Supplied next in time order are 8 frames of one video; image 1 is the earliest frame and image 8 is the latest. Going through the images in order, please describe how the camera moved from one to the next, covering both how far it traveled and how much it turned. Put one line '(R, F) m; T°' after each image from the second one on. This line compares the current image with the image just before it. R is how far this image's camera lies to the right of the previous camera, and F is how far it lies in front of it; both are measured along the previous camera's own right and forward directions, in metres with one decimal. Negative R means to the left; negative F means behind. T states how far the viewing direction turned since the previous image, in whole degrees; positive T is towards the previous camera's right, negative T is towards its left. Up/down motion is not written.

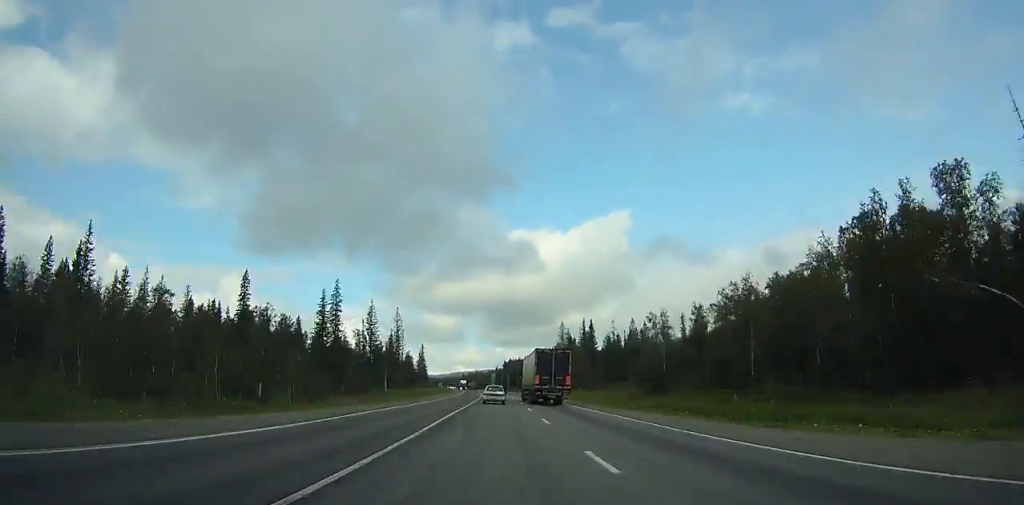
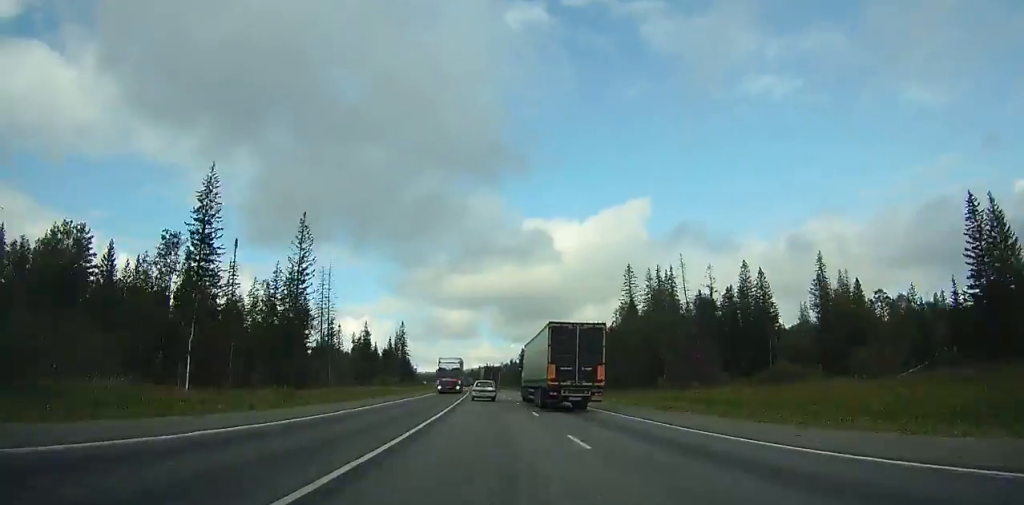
(-1.1, +90.3) m; -1°
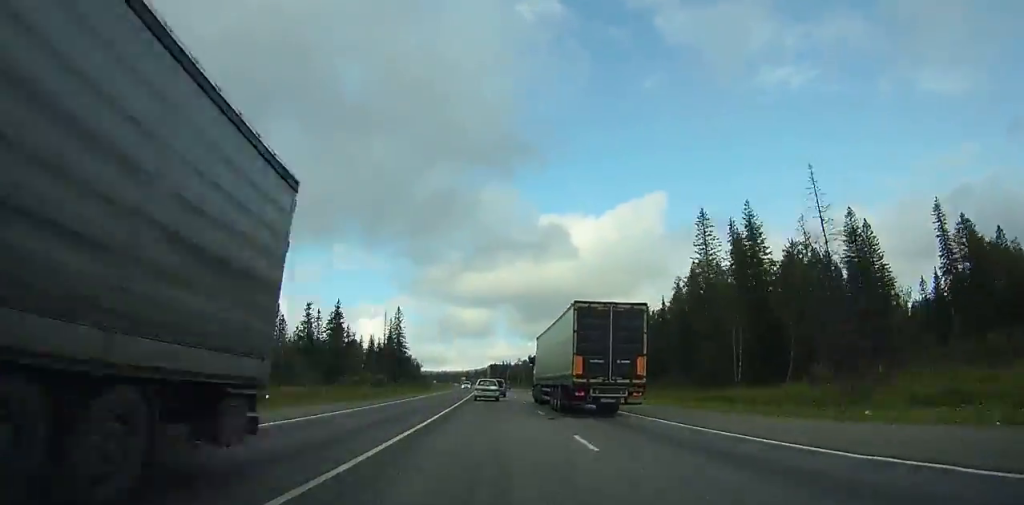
(0.0, +36.0) m; -1°
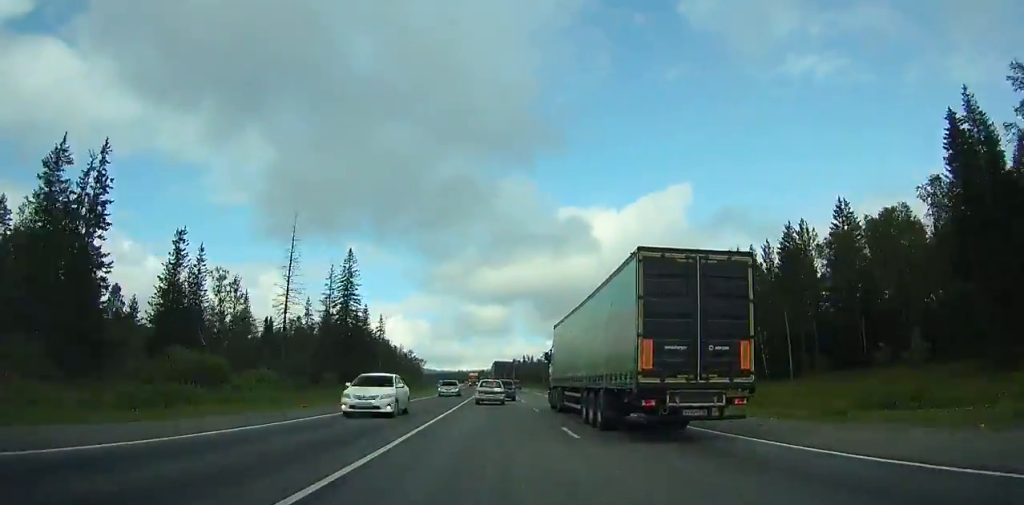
(-0.3, +68.1) m; -1°
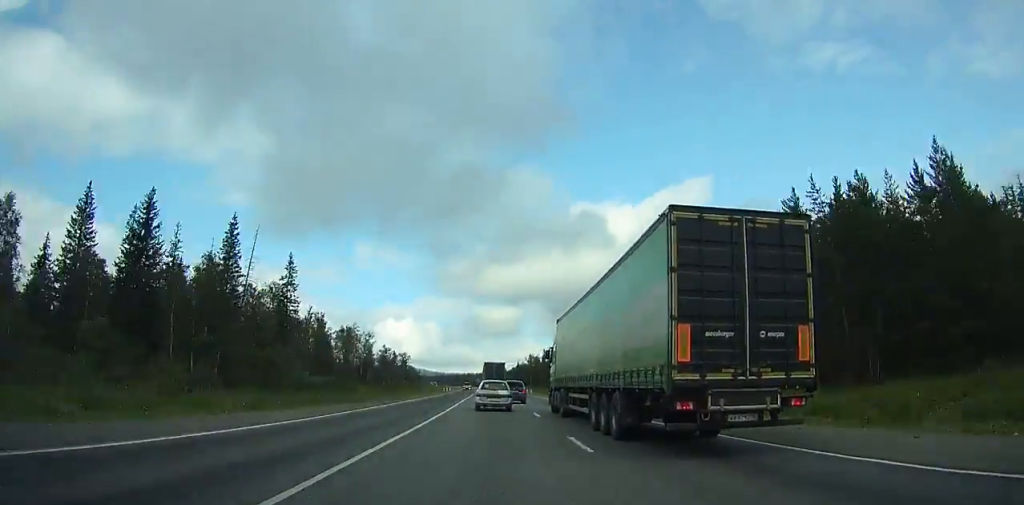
(-1.8, +90.9) m; -2°
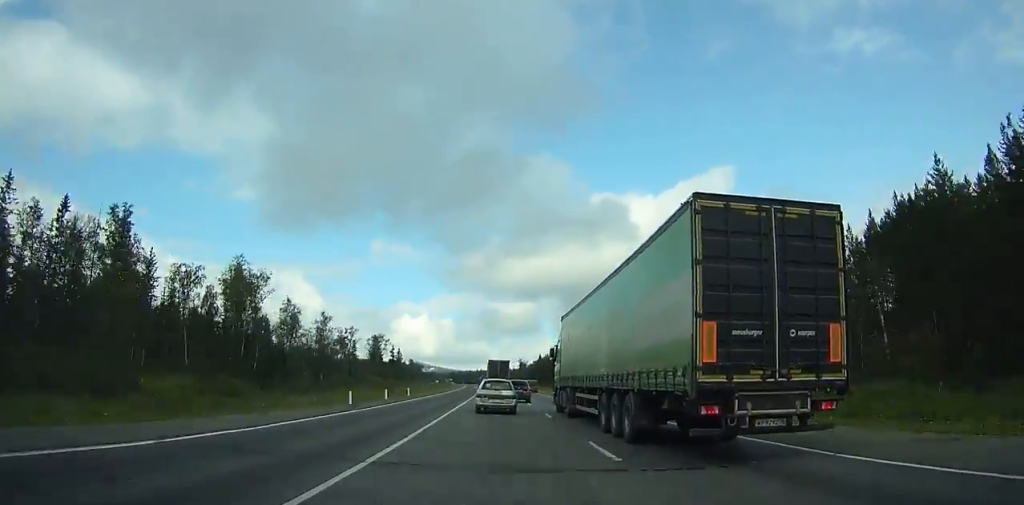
(-0.9, +74.7) m; -1°
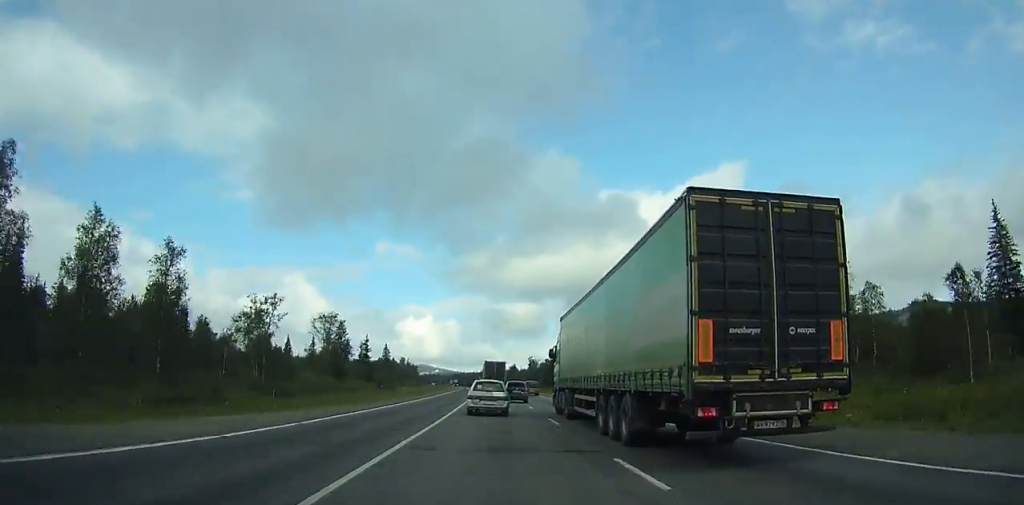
(-0.5, +51.4) m; -1°
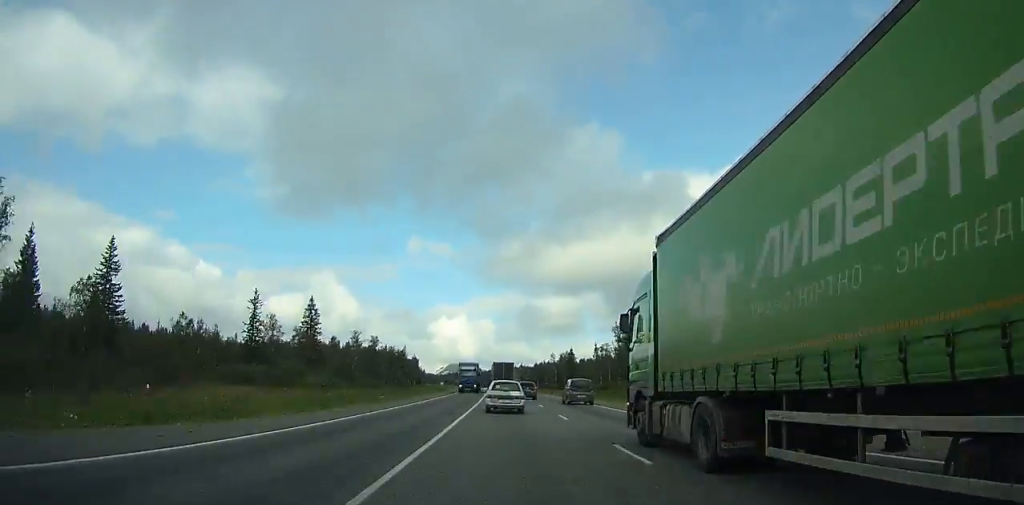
(-3.4, +142.6) m; -3°
